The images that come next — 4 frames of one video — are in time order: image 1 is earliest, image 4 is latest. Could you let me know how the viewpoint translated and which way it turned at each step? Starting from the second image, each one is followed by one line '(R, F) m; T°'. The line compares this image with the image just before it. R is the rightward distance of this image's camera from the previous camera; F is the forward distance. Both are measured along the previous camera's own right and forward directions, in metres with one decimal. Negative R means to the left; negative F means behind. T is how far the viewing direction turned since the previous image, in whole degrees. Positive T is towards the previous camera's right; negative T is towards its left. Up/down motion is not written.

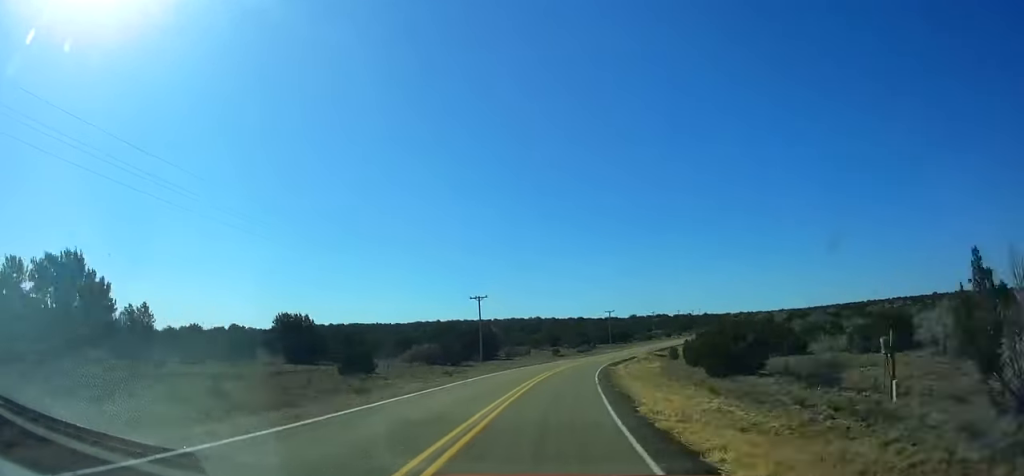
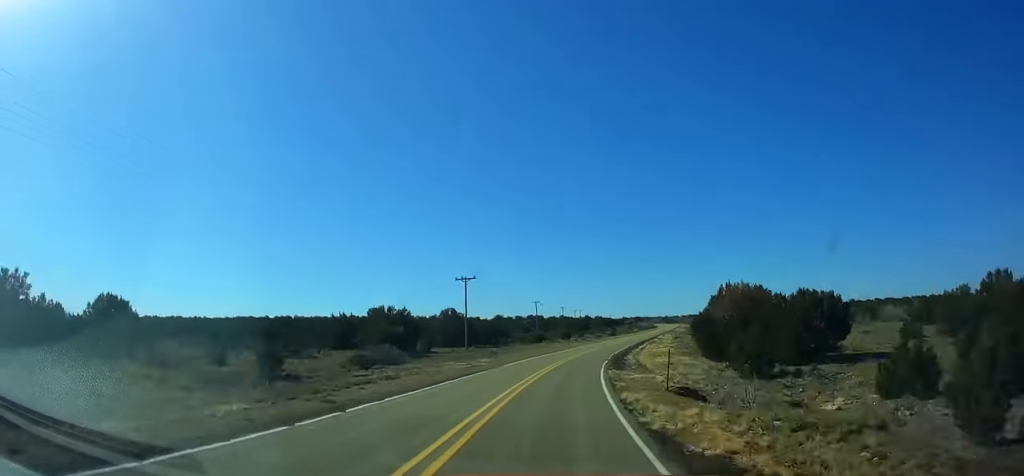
(+12.9, +86.7) m; +16°
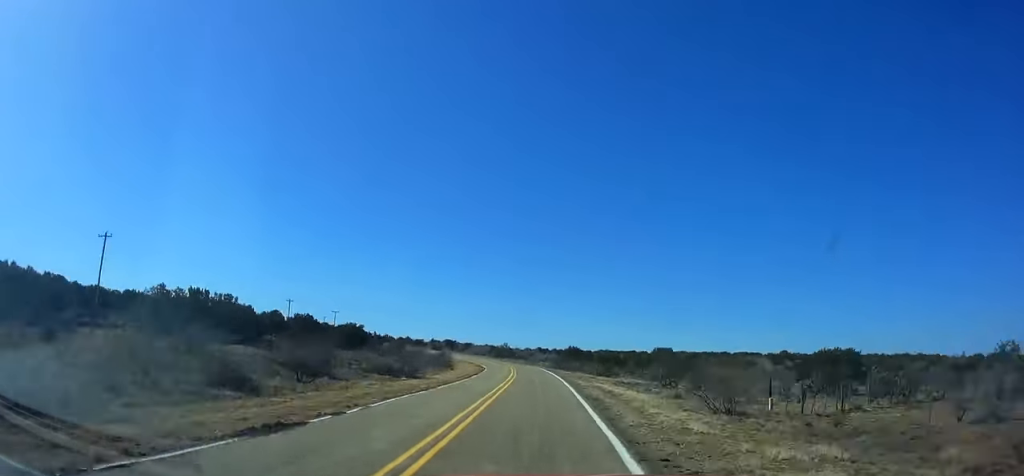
(+44.9, +193.4) m; +17°
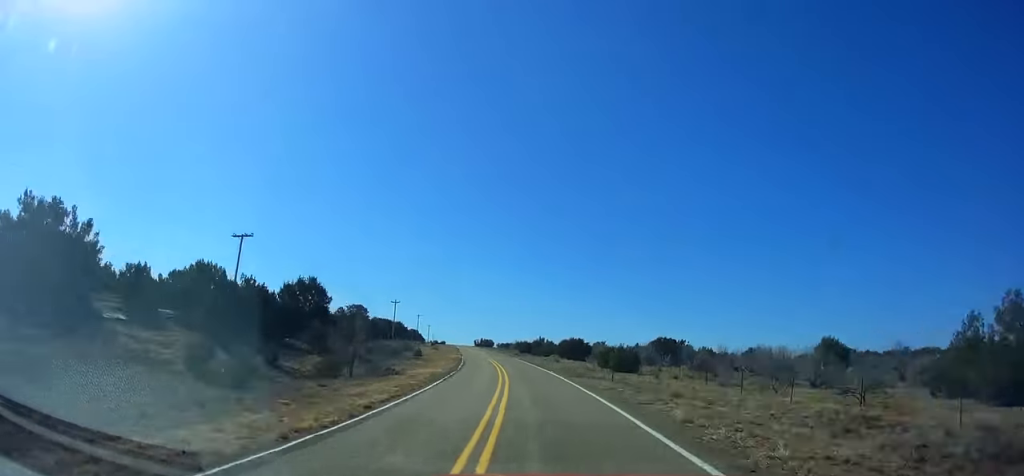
(-17.9, +165.7) m; -18°
